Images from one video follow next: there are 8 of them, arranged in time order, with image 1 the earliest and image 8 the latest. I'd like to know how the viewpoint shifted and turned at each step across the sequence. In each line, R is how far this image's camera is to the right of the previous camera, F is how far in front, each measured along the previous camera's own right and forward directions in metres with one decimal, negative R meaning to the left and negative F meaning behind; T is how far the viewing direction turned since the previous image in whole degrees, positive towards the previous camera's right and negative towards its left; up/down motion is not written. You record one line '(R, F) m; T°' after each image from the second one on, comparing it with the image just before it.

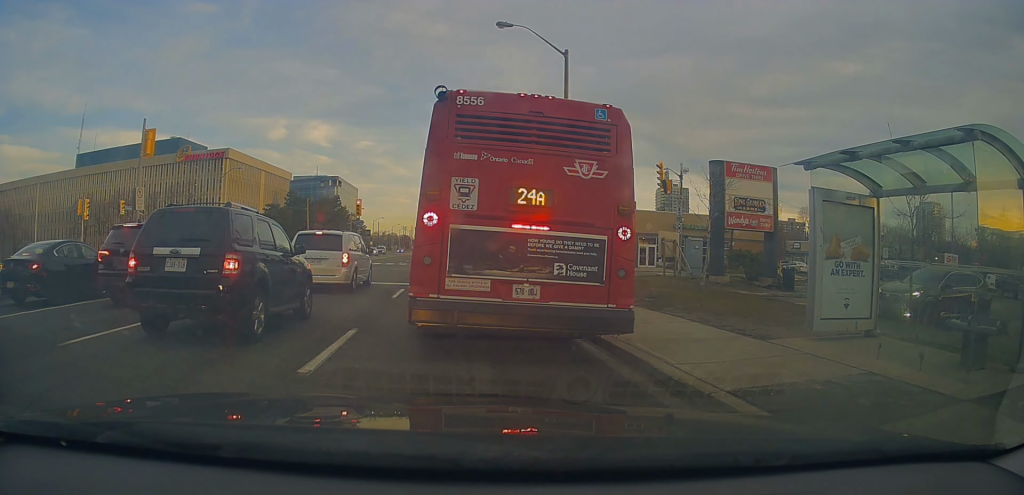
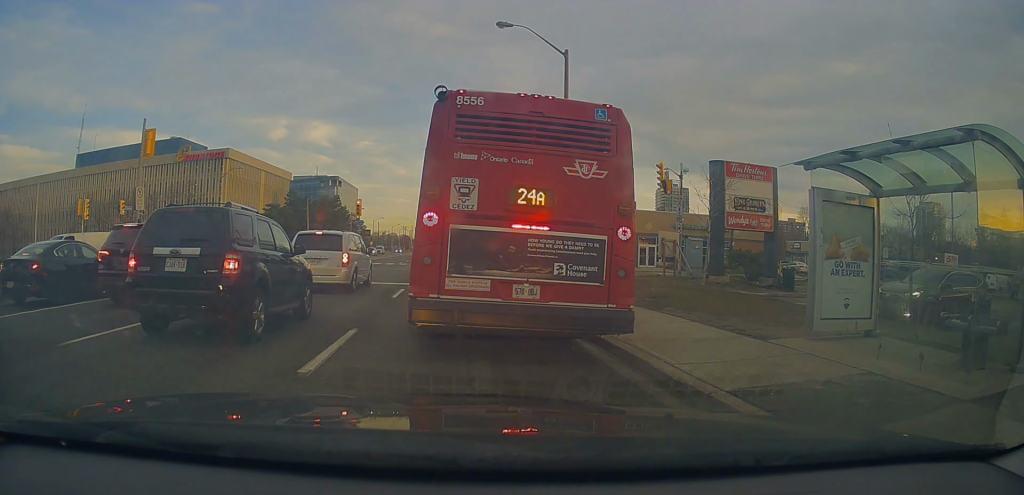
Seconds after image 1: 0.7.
(0.0, 0.0) m; 0°
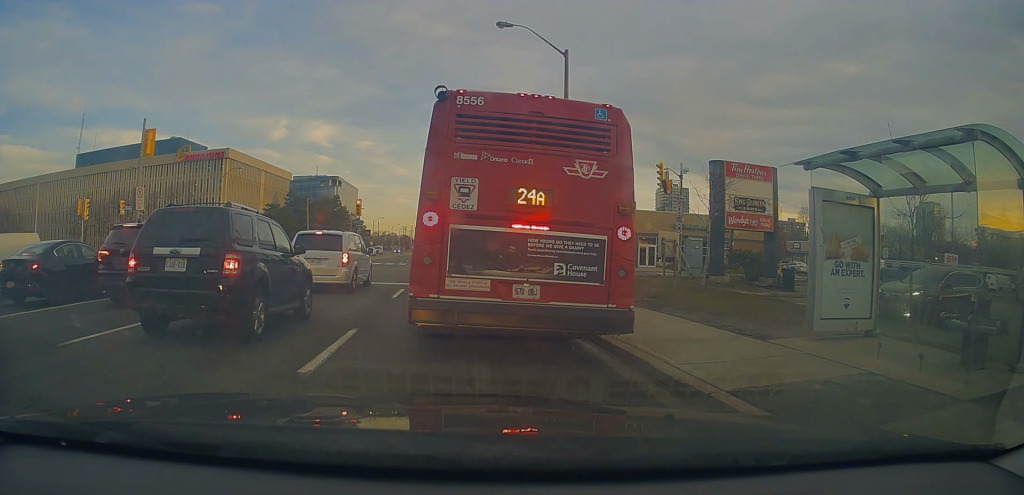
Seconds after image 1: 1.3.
(0.0, 0.0) m; 0°
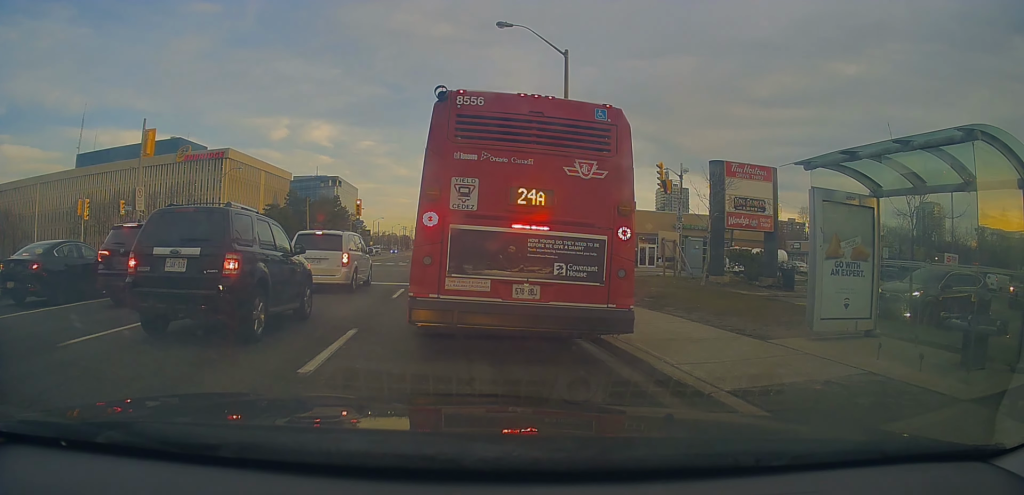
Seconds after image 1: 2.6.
(0.0, 0.0) m; 0°
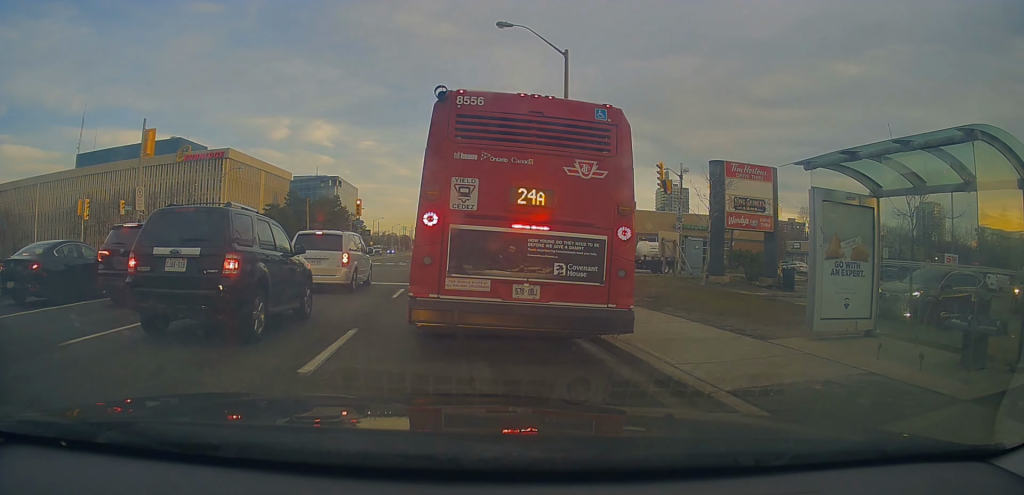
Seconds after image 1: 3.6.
(0.0, 0.0) m; 0°
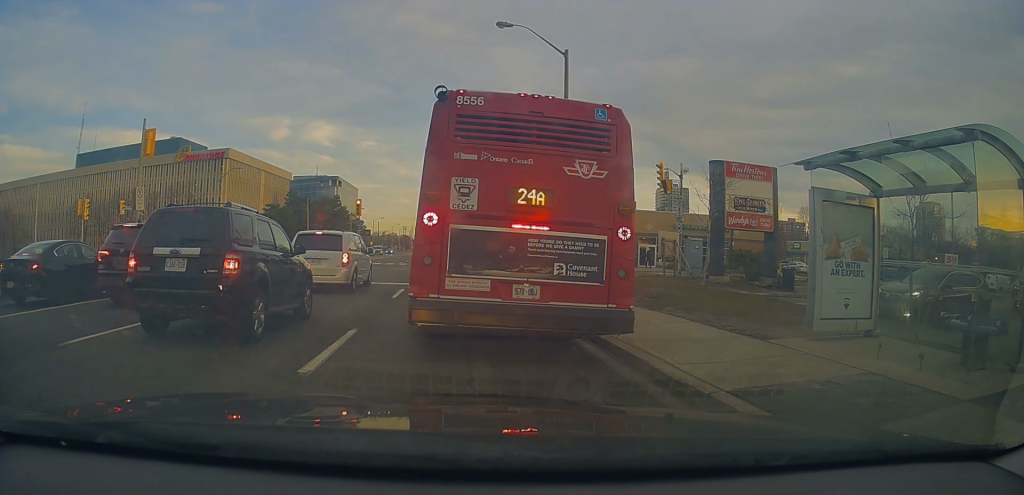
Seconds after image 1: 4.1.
(0.0, 0.0) m; 0°
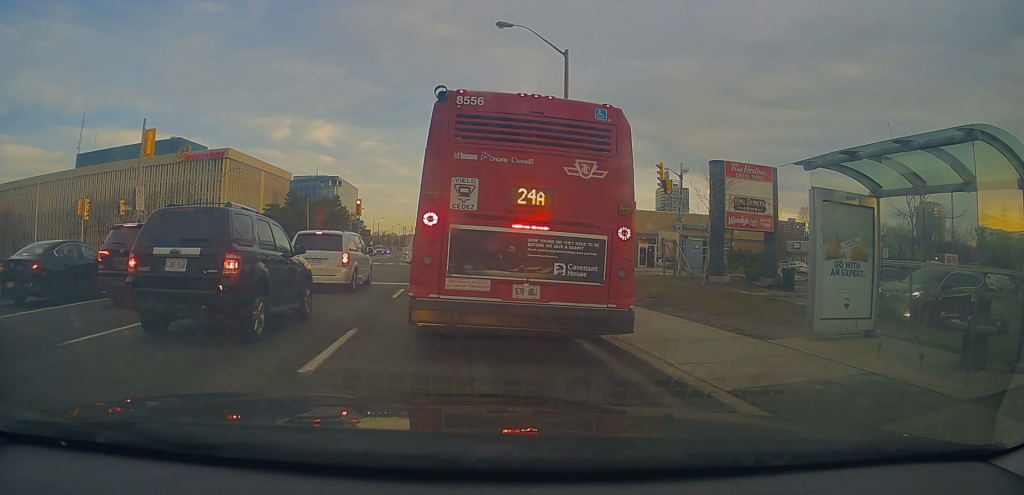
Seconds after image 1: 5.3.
(0.0, 0.0) m; 0°
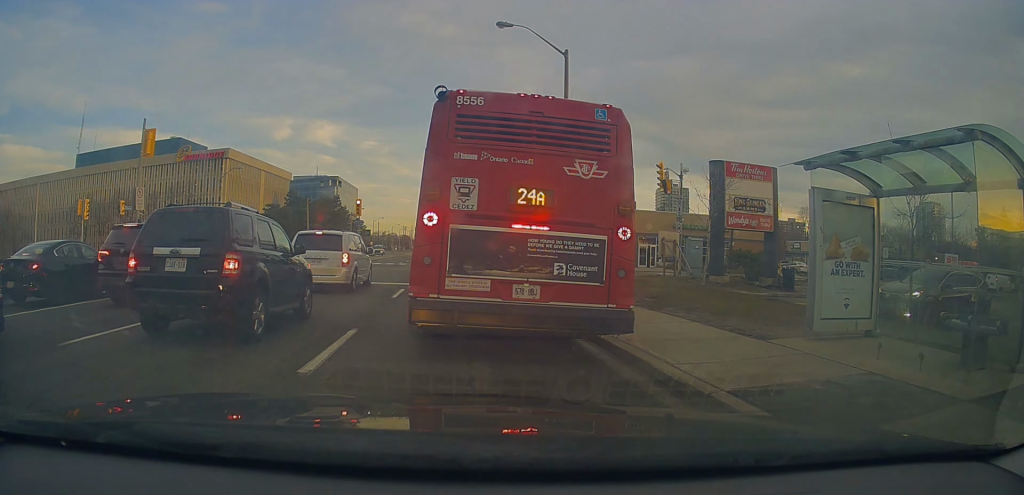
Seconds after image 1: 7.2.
(0.0, 0.0) m; 0°
